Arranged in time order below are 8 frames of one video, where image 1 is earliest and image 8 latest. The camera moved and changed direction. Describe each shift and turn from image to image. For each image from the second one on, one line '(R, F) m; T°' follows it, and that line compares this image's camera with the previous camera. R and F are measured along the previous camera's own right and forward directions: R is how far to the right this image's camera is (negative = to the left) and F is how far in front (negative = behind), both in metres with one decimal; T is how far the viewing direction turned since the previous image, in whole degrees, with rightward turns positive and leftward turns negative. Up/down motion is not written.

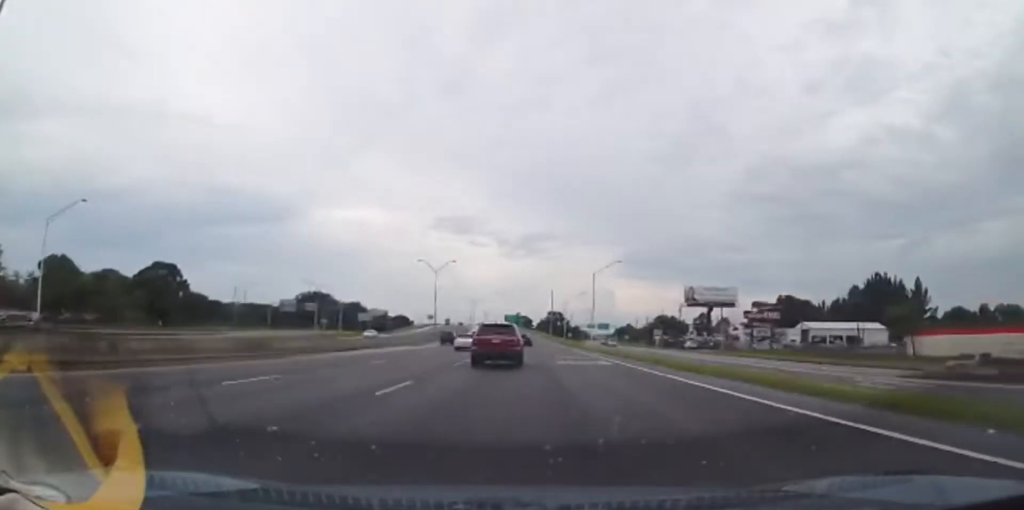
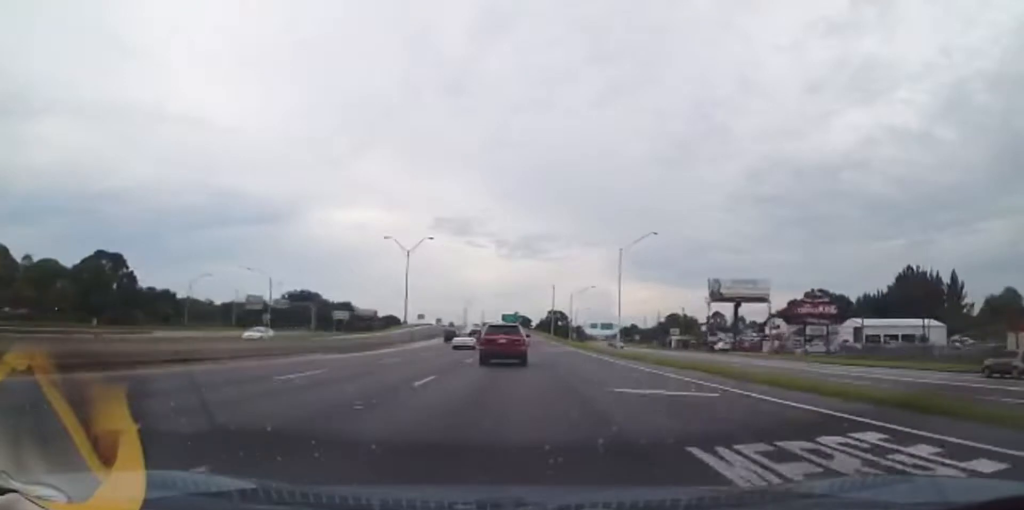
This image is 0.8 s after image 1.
(+0.1, +22.6) m; 0°
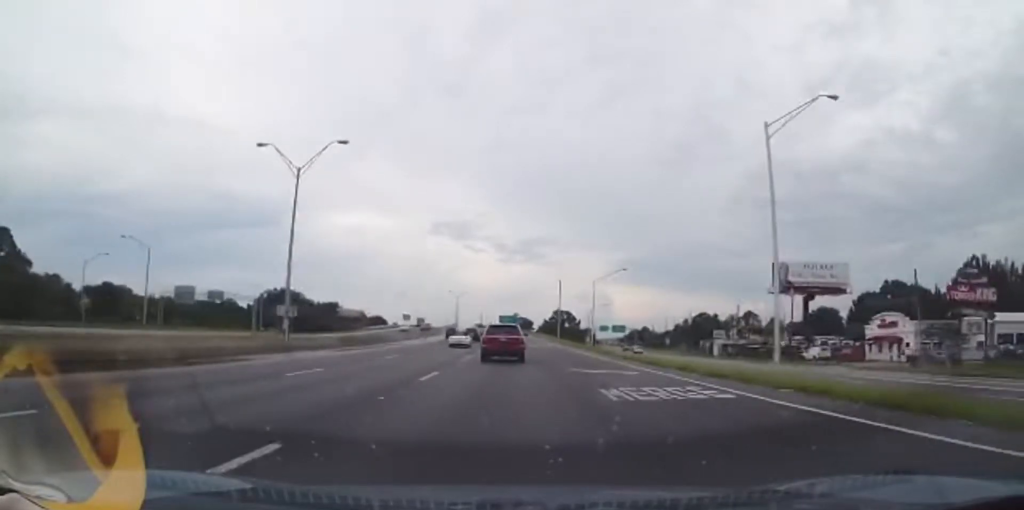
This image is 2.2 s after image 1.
(+0.4, +37.0) m; -1°
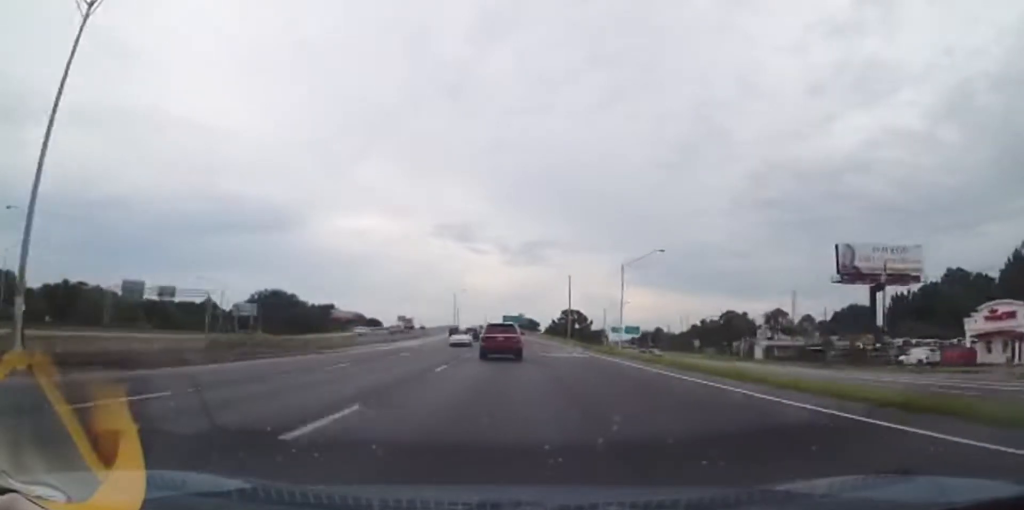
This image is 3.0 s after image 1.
(-0.4, +20.9) m; -1°
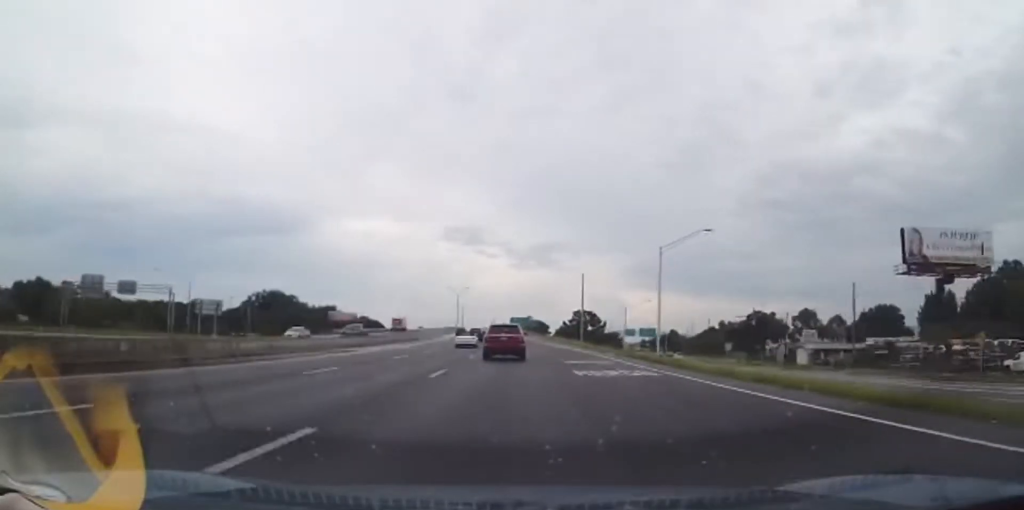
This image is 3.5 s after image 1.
(-0.1, +14.6) m; 0°
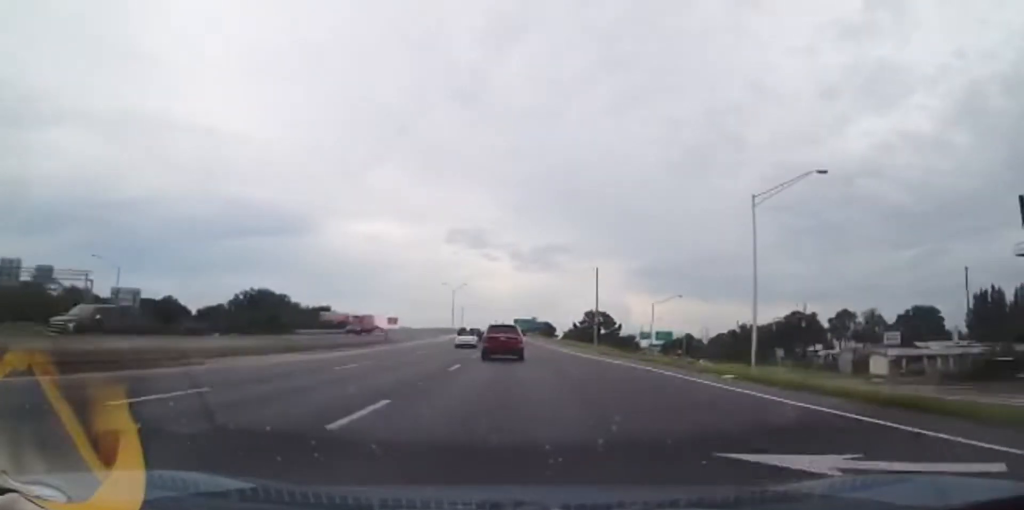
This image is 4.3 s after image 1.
(0.0, +21.0) m; 0°
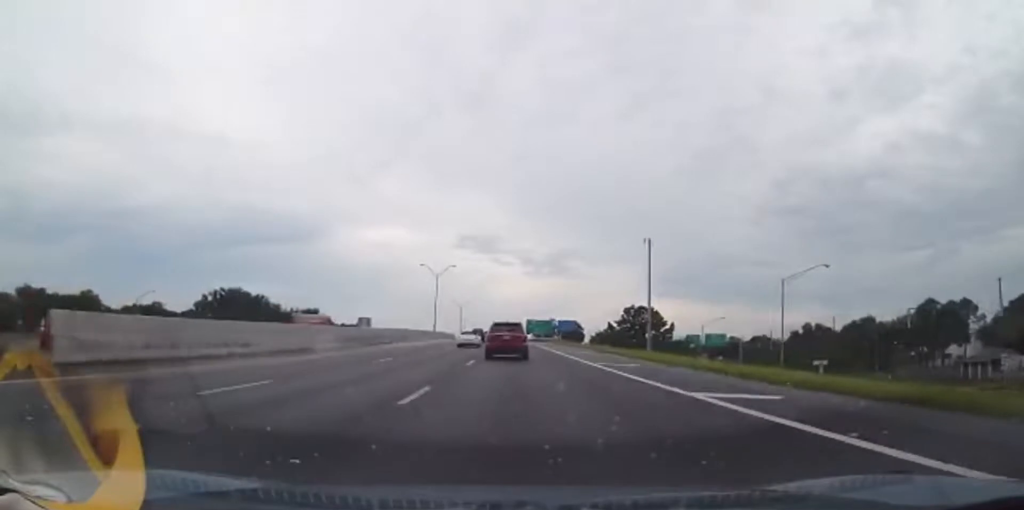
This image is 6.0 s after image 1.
(-0.6, +46.9) m; -2°
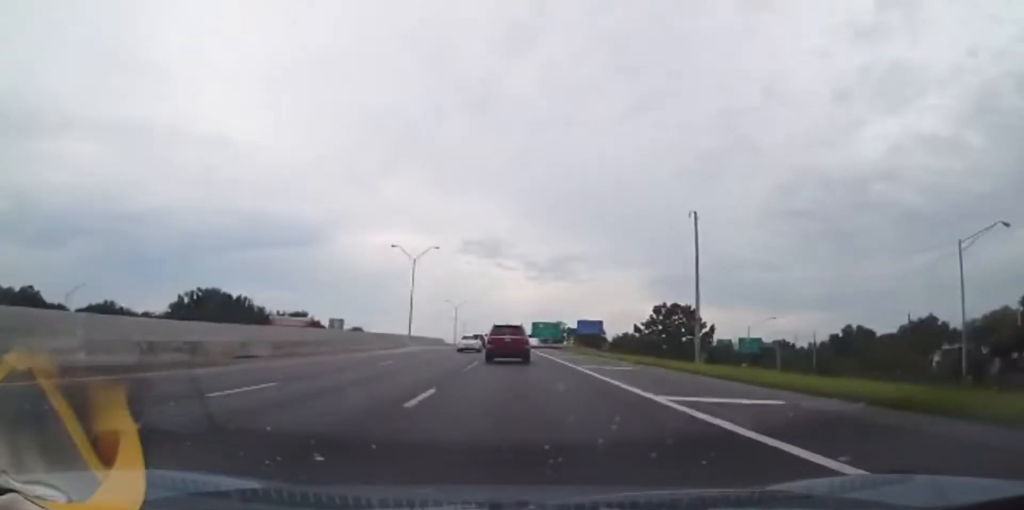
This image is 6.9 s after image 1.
(-0.2, +24.6) m; 0°
